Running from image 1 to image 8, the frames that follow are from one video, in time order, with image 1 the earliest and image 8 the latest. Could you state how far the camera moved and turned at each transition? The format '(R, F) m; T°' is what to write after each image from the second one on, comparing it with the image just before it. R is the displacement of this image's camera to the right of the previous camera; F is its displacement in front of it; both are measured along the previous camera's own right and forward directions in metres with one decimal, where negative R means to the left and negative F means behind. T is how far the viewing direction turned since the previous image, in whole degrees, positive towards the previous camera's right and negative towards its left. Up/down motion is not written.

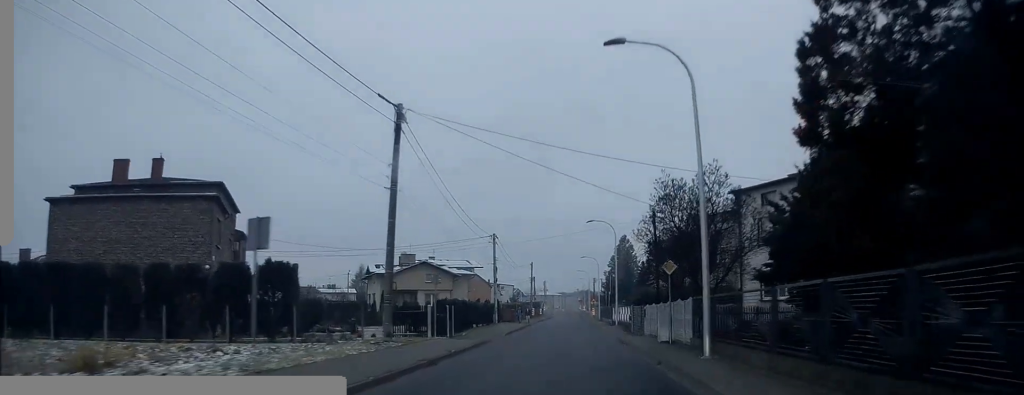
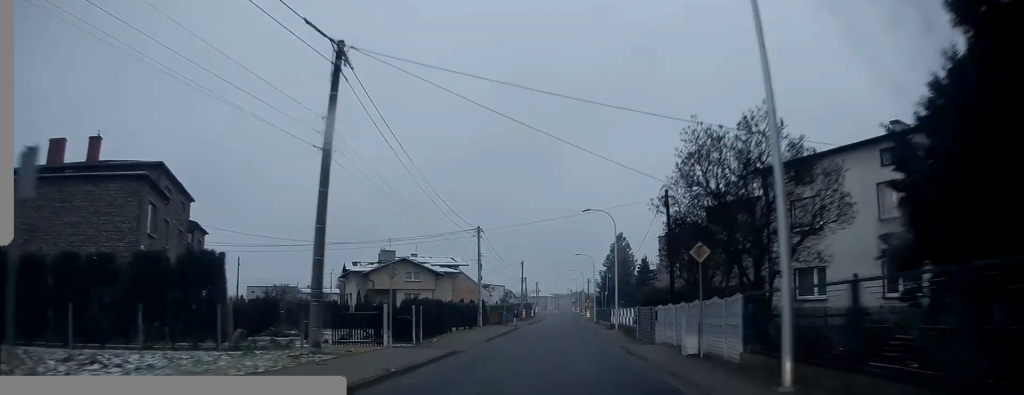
(-0.1, +5.5) m; +1°
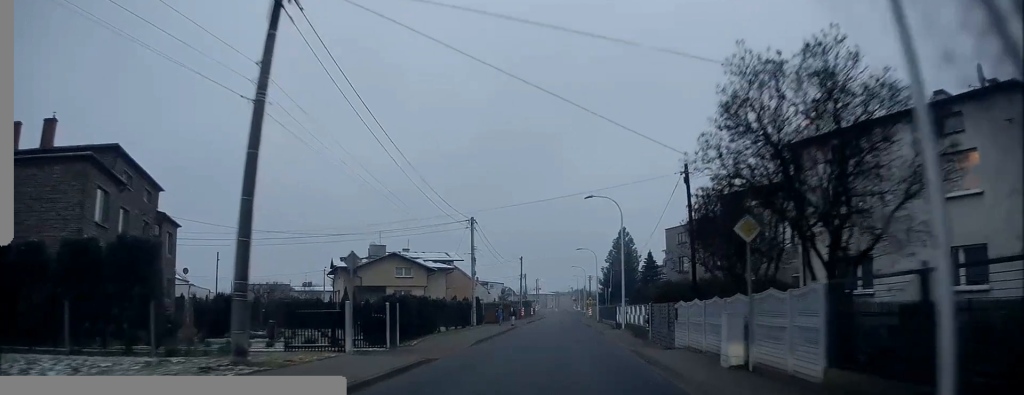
(+0.1, +3.9) m; 0°
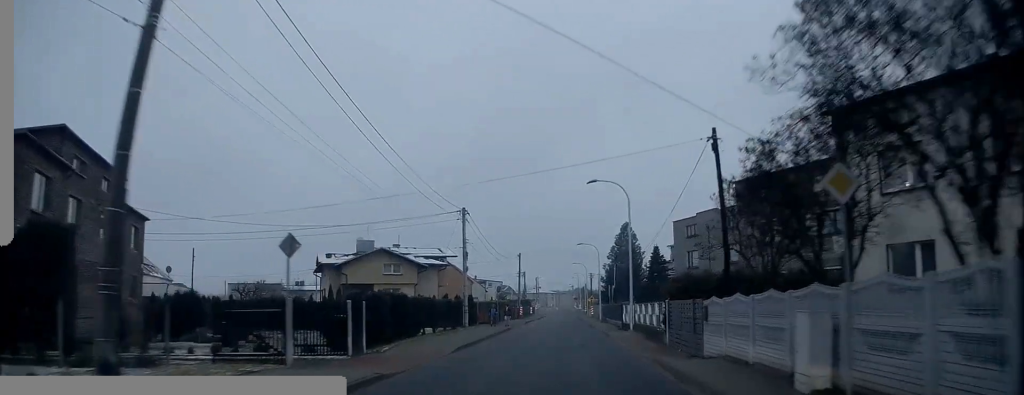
(+0.1, +3.9) m; 0°
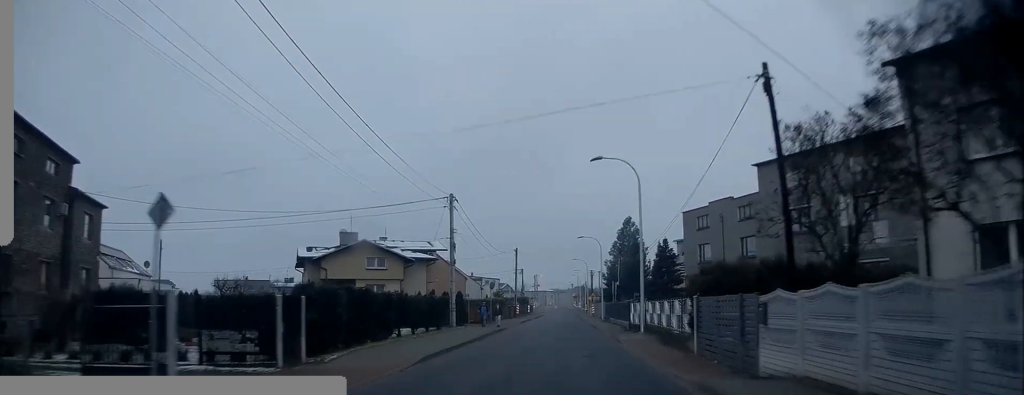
(0.0, +4.6) m; 0°
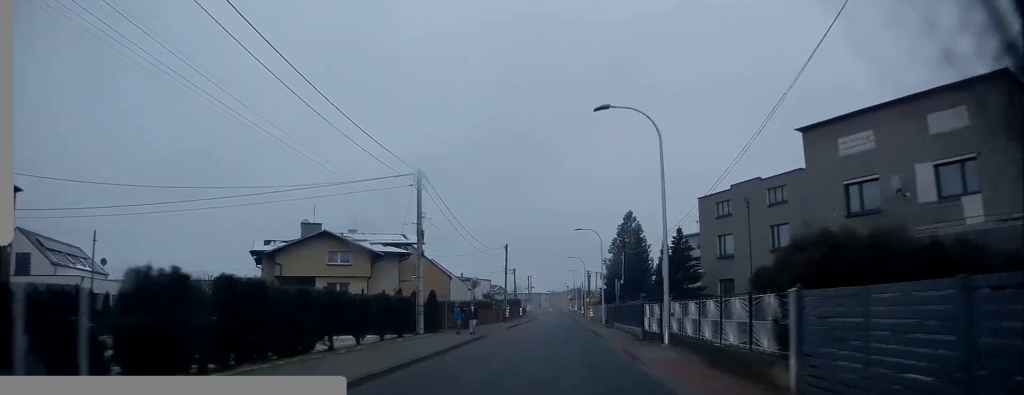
(0.0, +7.4) m; 0°
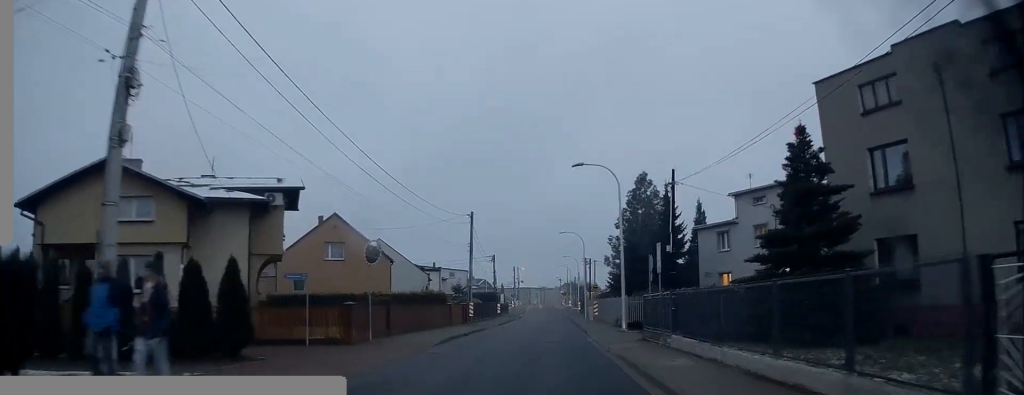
(-0.1, +20.5) m; 0°
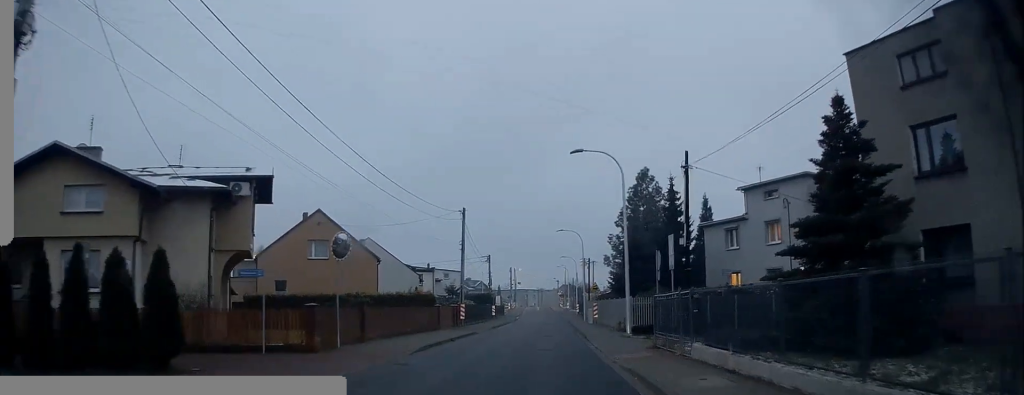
(+0.1, +3.1) m; +1°
